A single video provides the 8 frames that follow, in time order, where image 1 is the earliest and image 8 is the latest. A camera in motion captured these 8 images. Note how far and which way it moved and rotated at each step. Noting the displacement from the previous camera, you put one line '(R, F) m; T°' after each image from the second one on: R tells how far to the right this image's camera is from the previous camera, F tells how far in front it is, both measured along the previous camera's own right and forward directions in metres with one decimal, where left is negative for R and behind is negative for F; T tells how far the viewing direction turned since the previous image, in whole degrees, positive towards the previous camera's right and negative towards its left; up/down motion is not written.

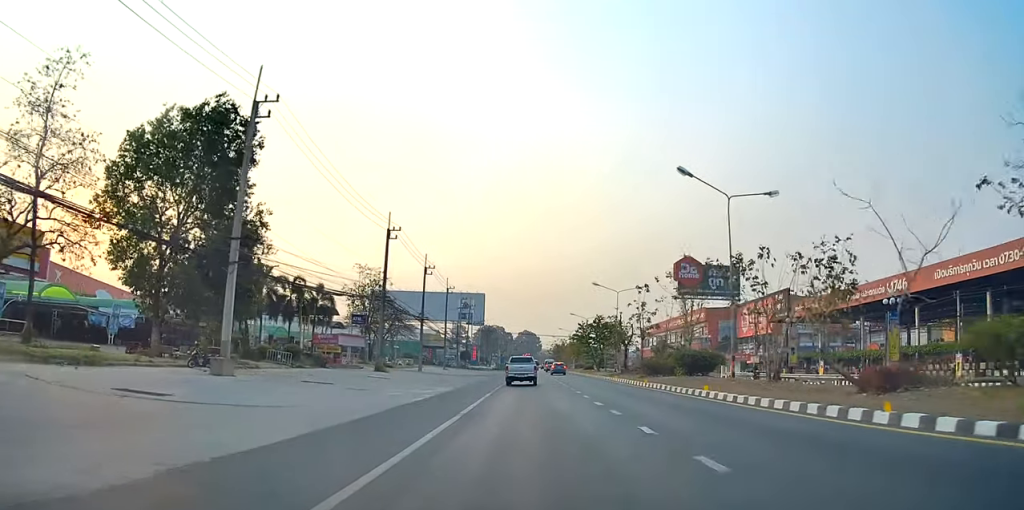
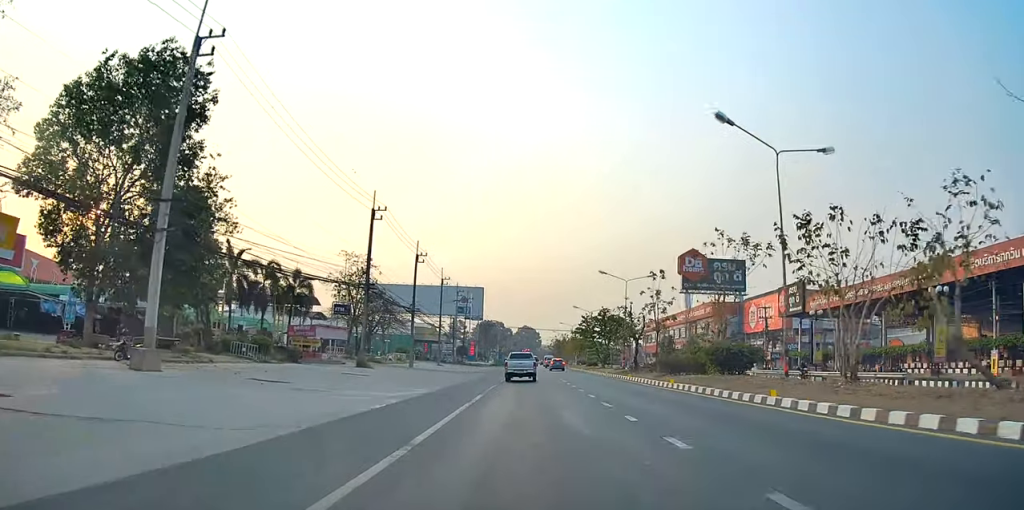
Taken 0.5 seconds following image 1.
(0.0, +6.1) m; 0°
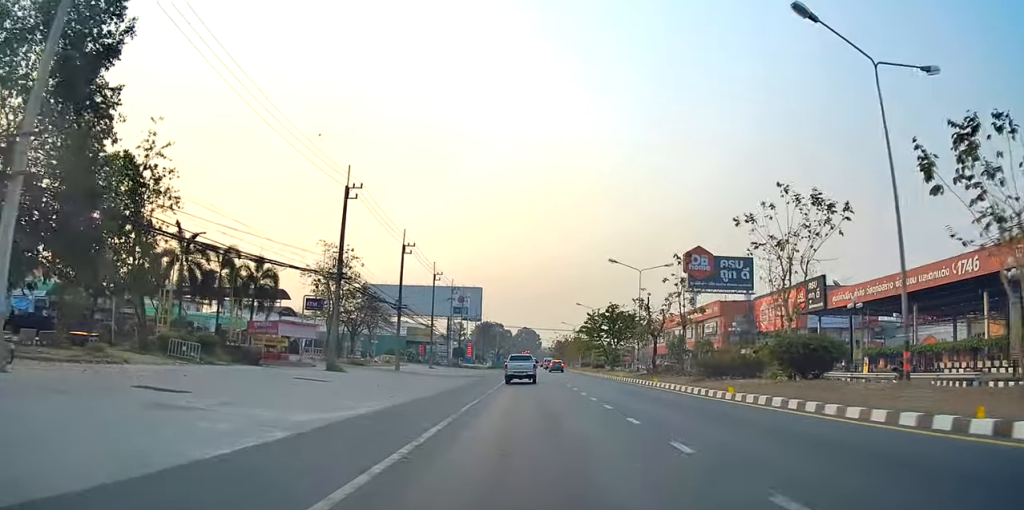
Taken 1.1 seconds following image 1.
(0.0, +8.3) m; 0°
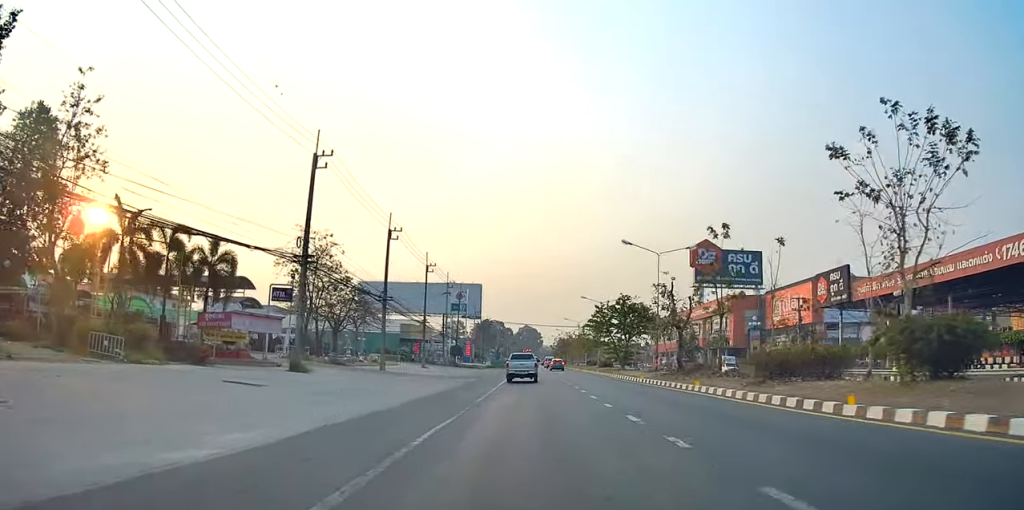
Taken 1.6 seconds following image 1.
(-0.1, +7.4) m; 0°
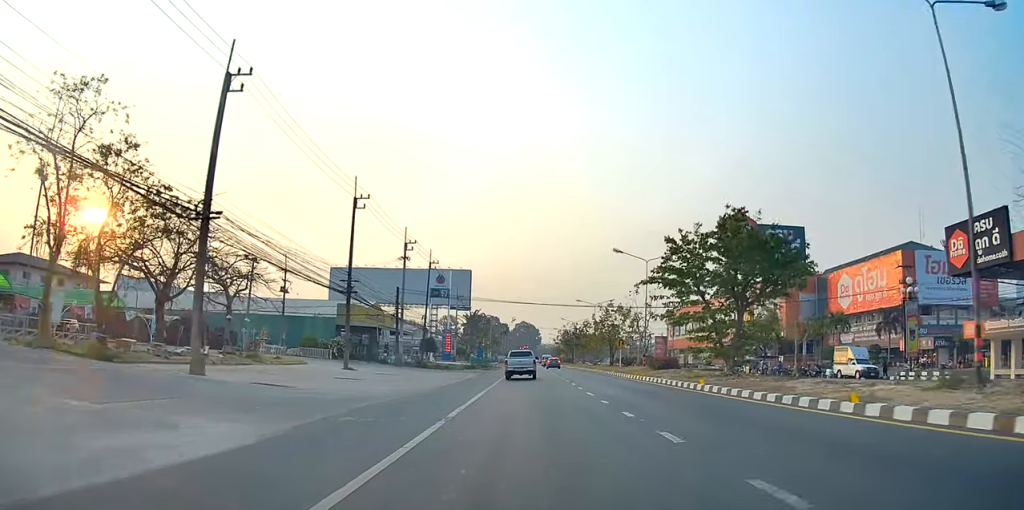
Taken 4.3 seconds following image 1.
(-0.1, +35.3) m; 0°
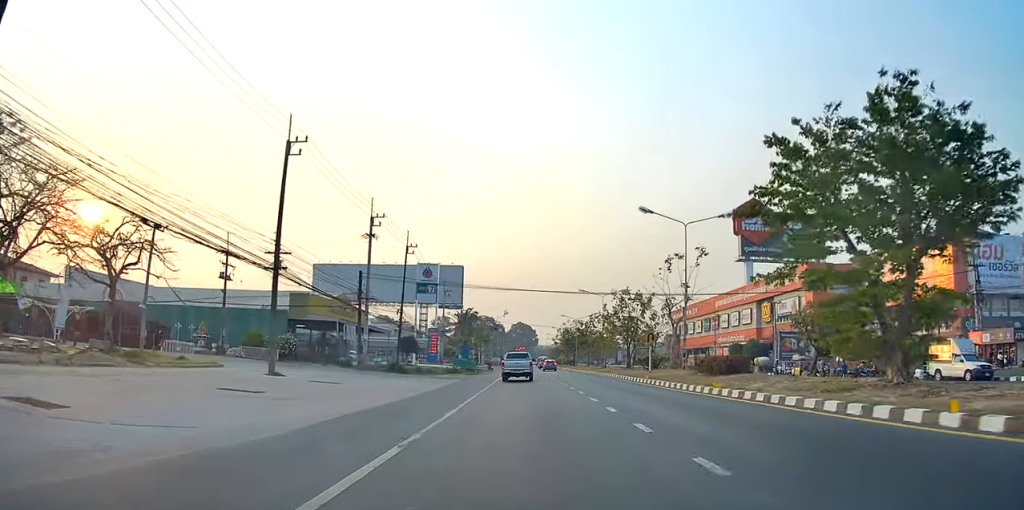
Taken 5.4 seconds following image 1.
(-0.1, +14.3) m; 0°
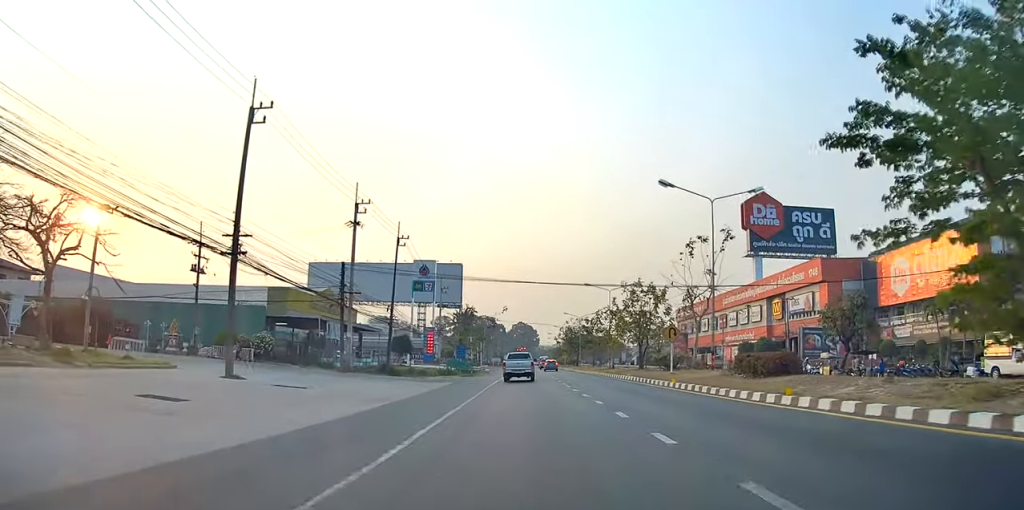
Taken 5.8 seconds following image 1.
(-0.2, +5.6) m; 0°
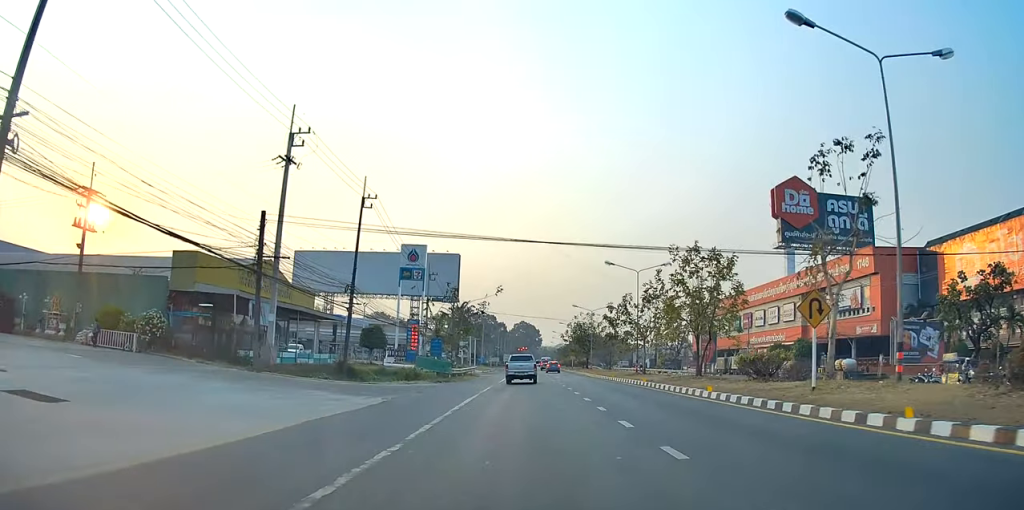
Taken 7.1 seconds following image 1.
(+0.5, +16.5) m; +2°
